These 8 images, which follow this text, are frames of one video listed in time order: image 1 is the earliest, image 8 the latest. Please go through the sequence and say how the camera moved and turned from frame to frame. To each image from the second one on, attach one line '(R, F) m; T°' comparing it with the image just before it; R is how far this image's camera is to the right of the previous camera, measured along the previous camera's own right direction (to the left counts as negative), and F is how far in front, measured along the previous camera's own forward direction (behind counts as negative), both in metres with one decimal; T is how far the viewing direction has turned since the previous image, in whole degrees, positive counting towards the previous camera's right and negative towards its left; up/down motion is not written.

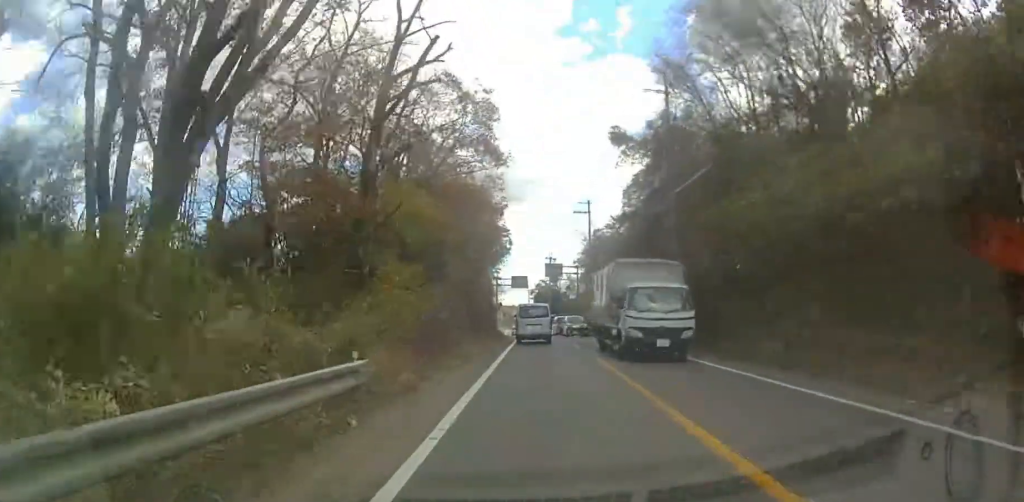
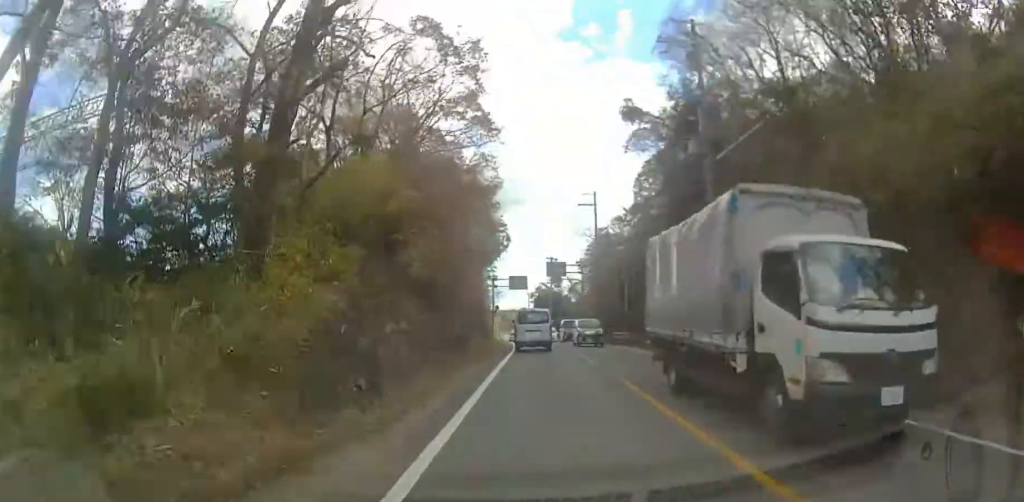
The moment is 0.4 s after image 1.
(0.0, +5.9) m; 0°
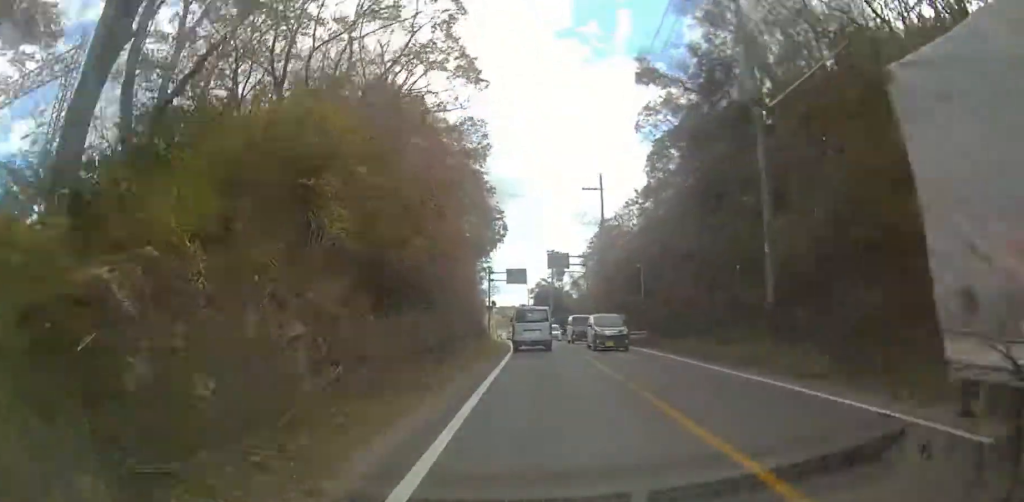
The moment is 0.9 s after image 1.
(0.0, +5.5) m; 0°
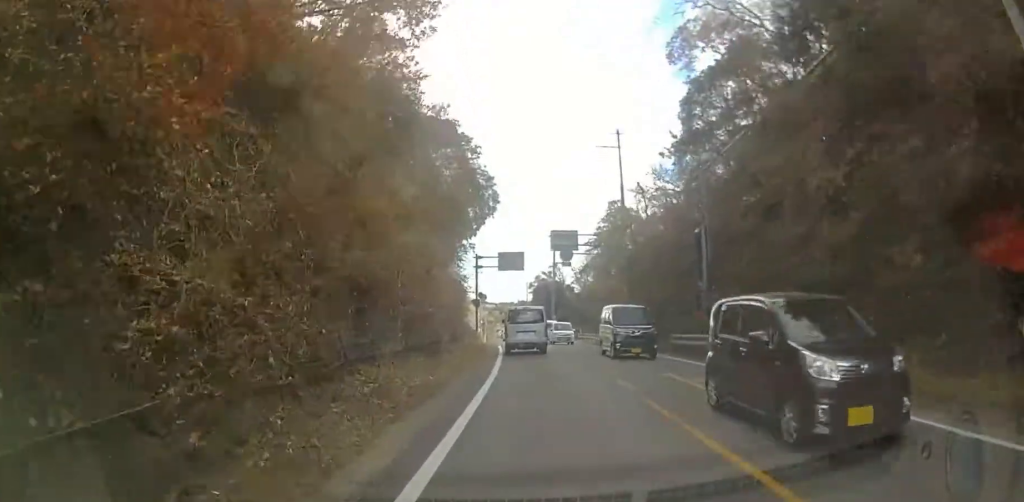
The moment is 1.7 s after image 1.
(0.0, +11.1) m; 0°
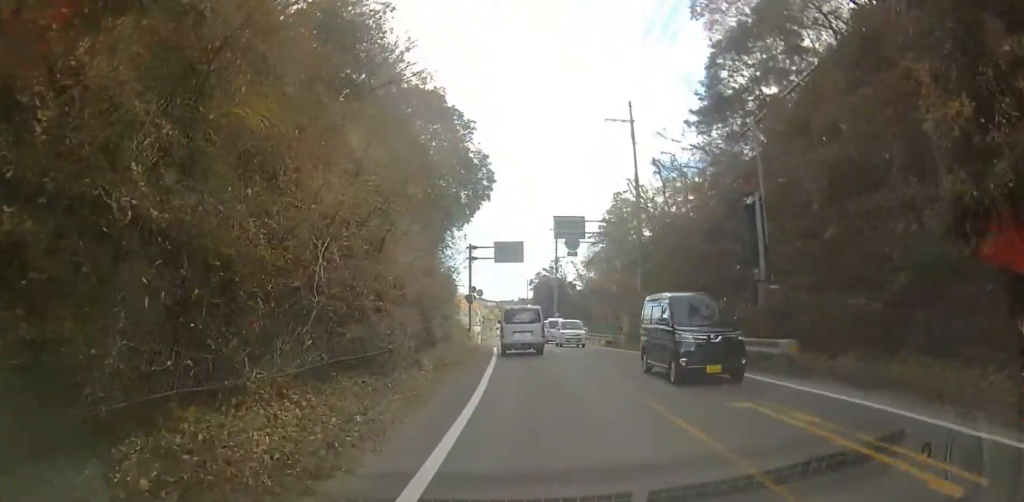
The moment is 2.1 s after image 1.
(0.0, +4.9) m; 0°
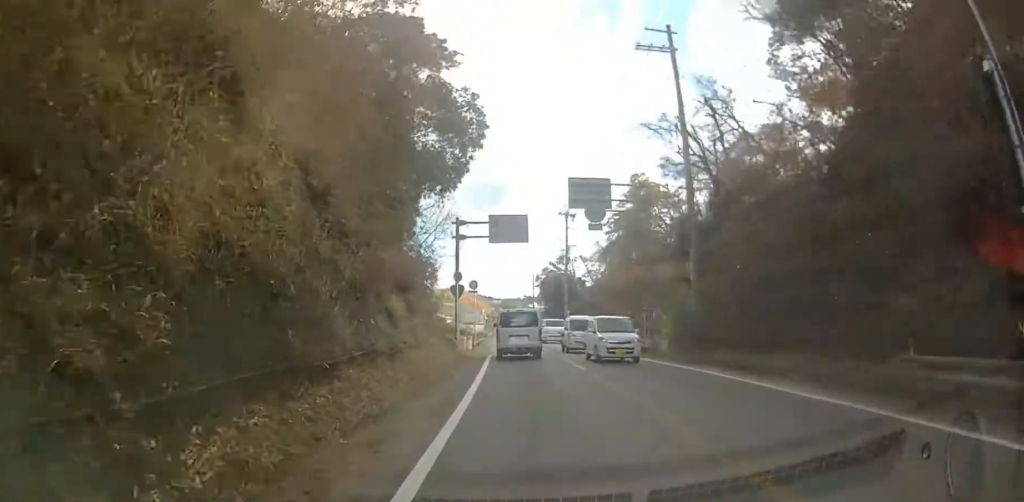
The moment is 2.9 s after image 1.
(0.0, +9.4) m; +2°
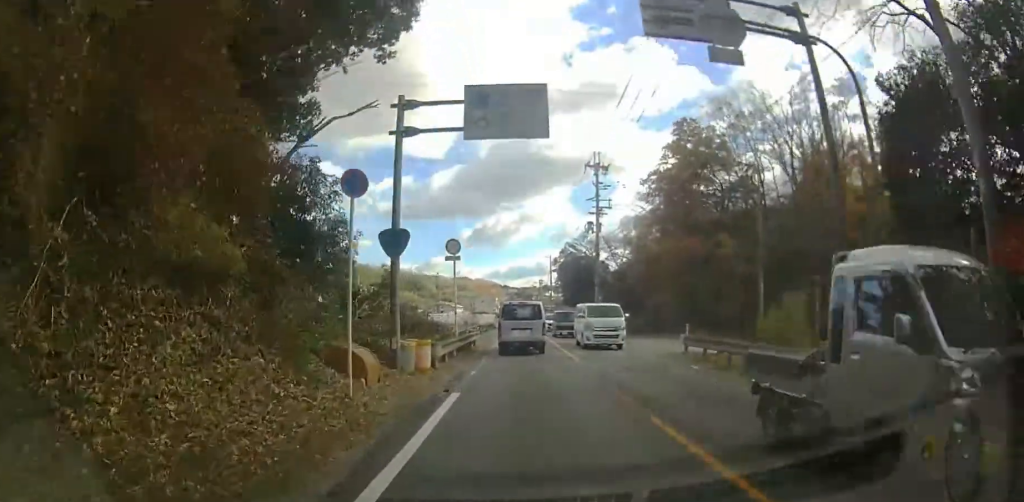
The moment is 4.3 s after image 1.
(+0.6, +14.5) m; +2°
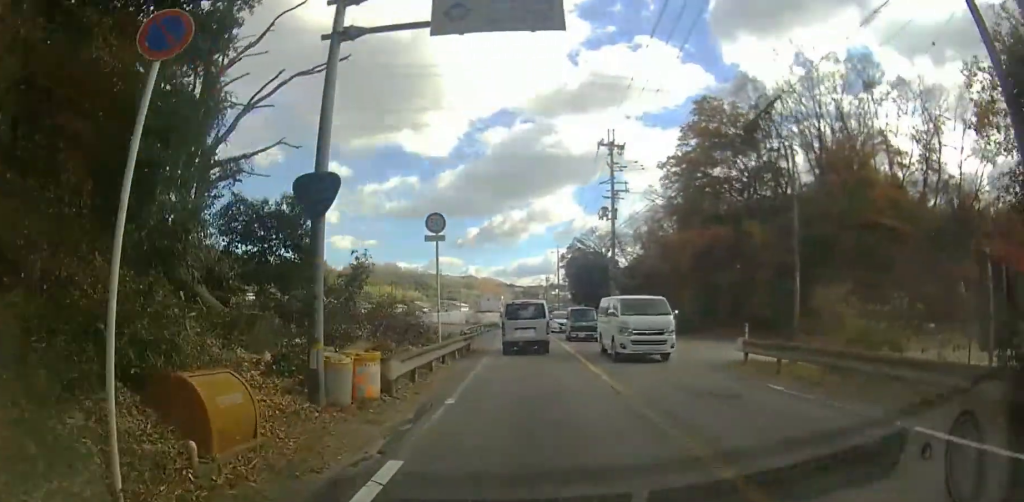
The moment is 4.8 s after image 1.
(-0.1, +4.7) m; -2°
